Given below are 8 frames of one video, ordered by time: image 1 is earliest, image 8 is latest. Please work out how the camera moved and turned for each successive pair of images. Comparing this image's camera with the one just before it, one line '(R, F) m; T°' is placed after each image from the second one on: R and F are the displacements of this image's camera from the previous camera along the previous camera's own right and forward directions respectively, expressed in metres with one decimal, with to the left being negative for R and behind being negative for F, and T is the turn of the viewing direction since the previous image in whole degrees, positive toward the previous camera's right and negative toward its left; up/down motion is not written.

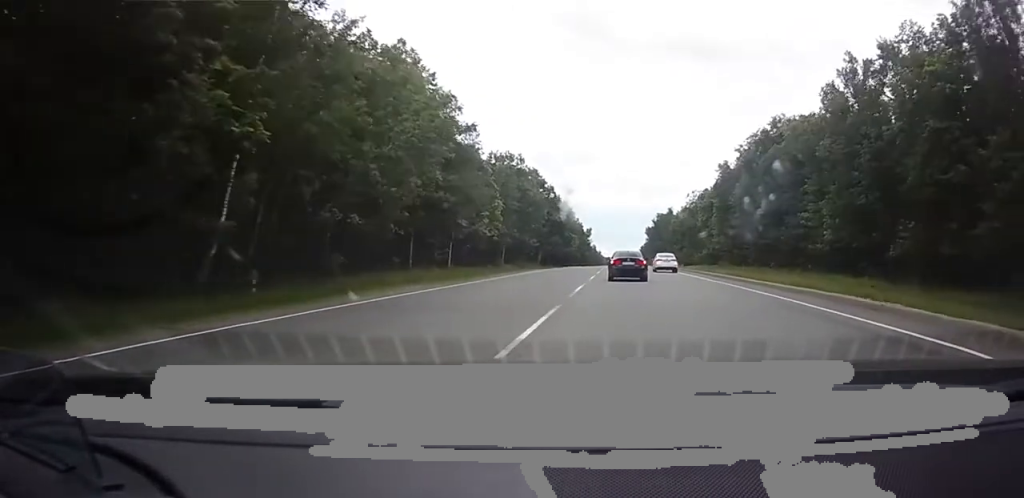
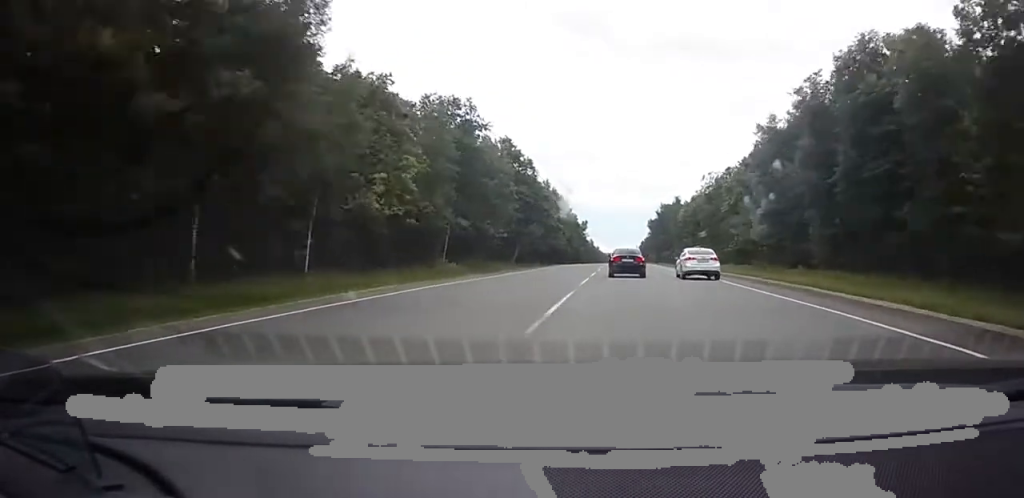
(0.0, +32.7) m; 0°
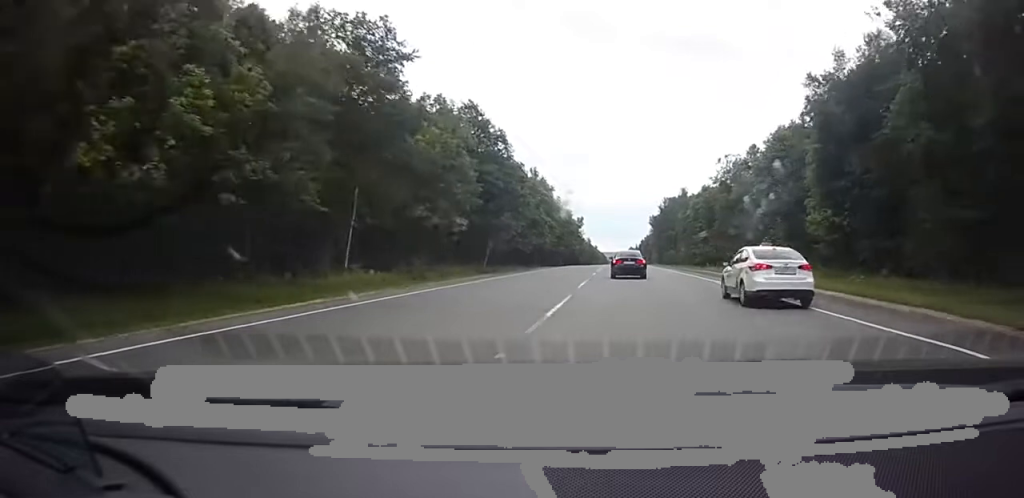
(0.0, +23.6) m; 0°
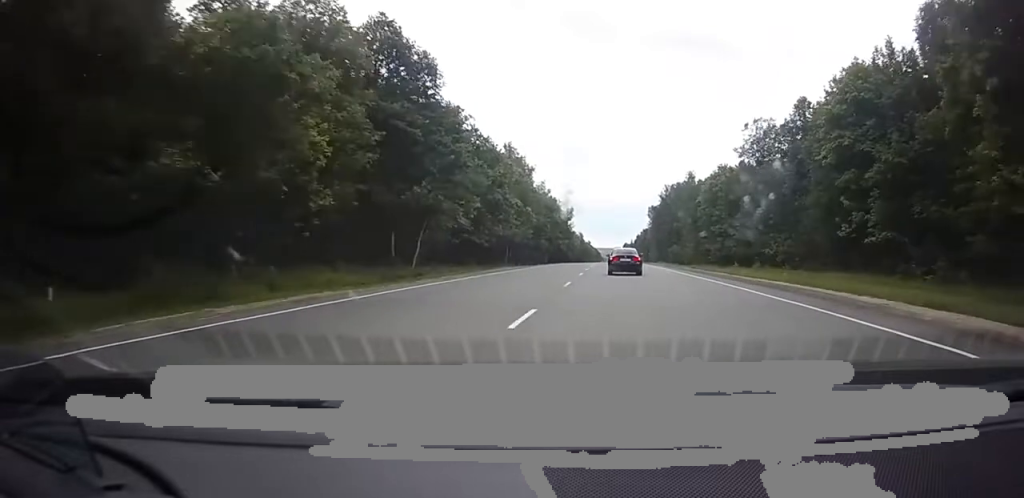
(+0.2, +29.0) m; 0°
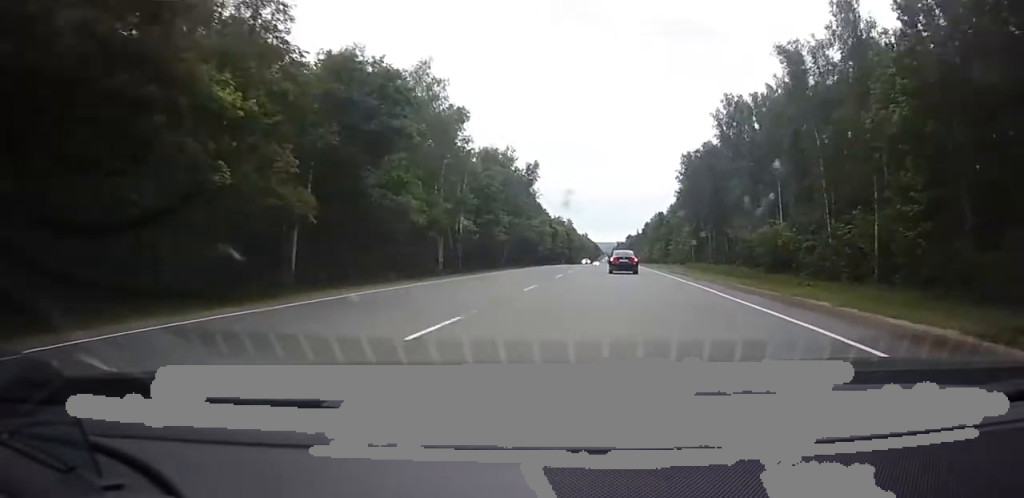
(+0.3, +108.4) m; 0°
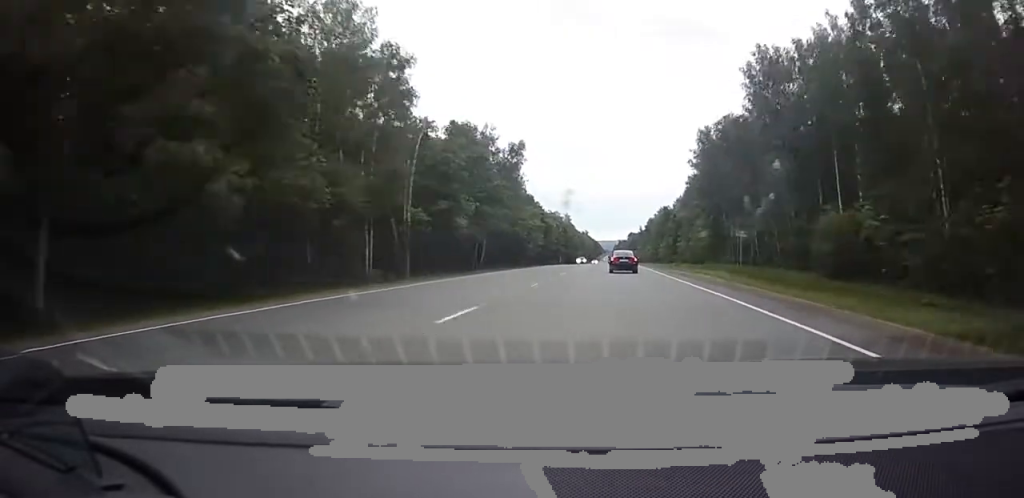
(0.0, +22.4) m; 0°
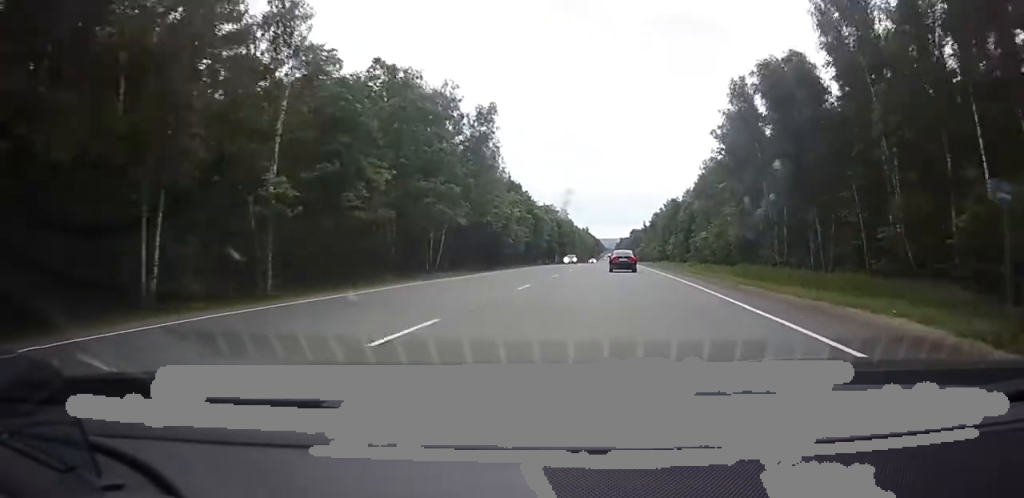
(-0.1, +26.4) m; 0°
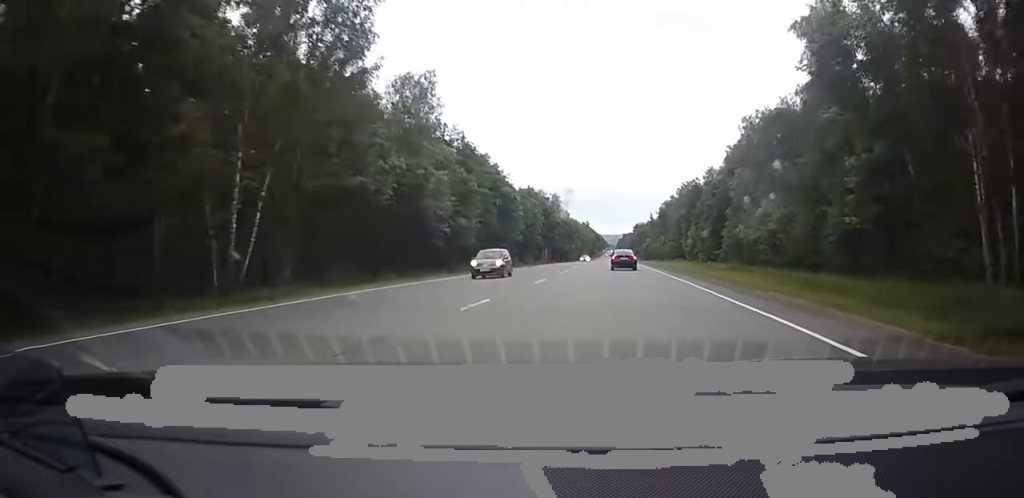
(0.0, +42.8) m; 0°
